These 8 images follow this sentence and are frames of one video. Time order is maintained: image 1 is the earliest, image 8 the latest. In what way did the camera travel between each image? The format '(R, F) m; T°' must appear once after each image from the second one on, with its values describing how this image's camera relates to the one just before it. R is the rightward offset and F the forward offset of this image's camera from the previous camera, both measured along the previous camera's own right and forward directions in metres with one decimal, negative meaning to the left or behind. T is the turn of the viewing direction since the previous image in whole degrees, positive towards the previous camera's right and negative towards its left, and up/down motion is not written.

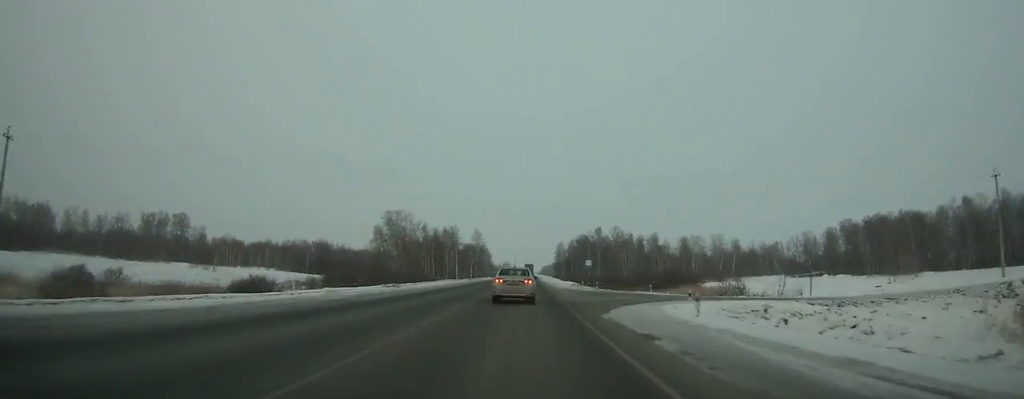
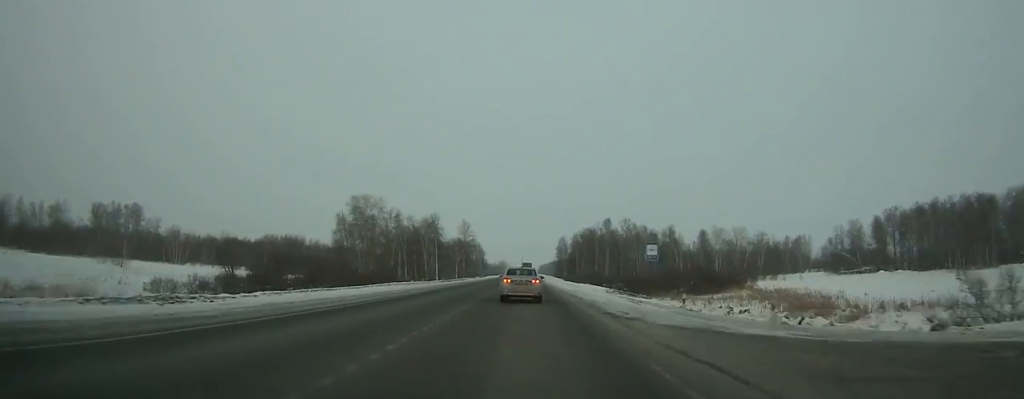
(0.0, +35.6) m; 0°
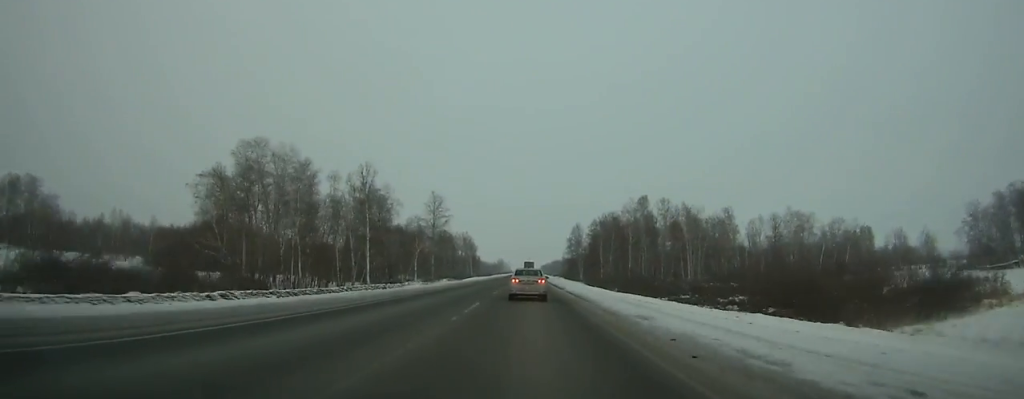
(+0.2, +61.9) m; 0°
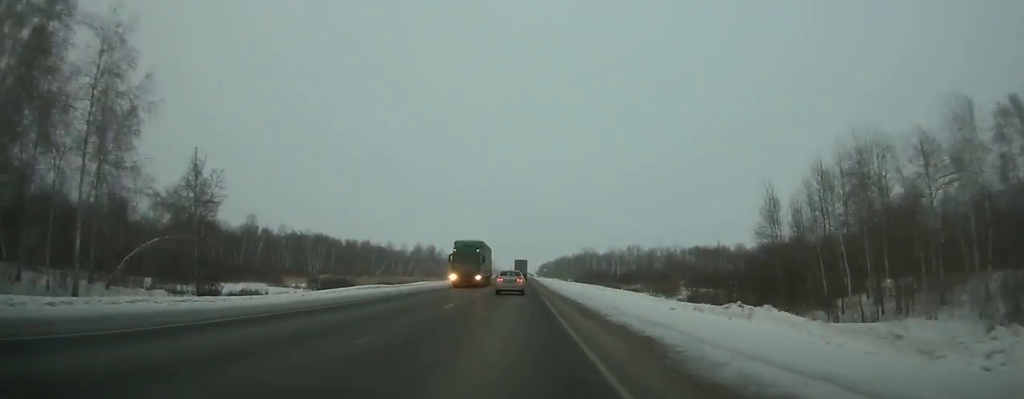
(+0.6, +250.7) m; 0°
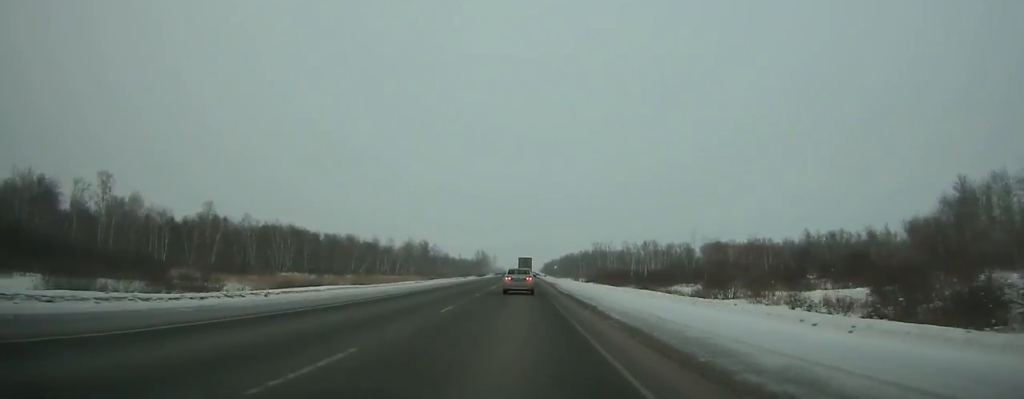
(0.0, +37.1) m; 0°
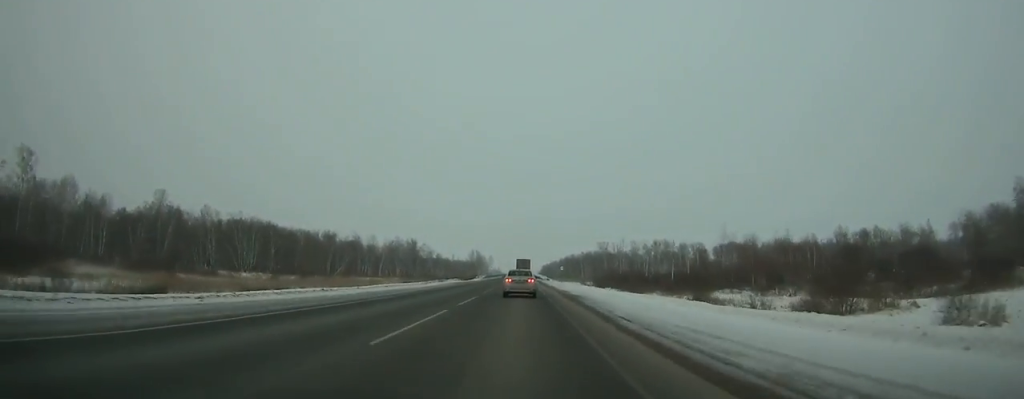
(0.0, +29.7) m; 0°
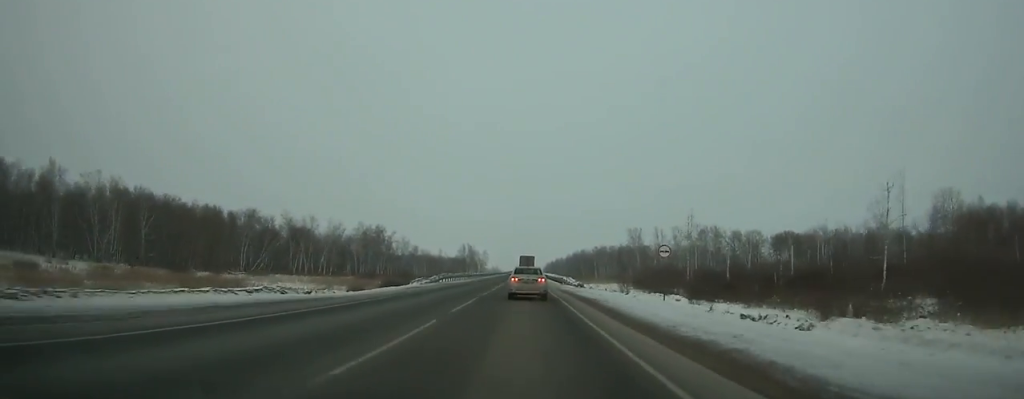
(-0.1, +73.8) m; 0°
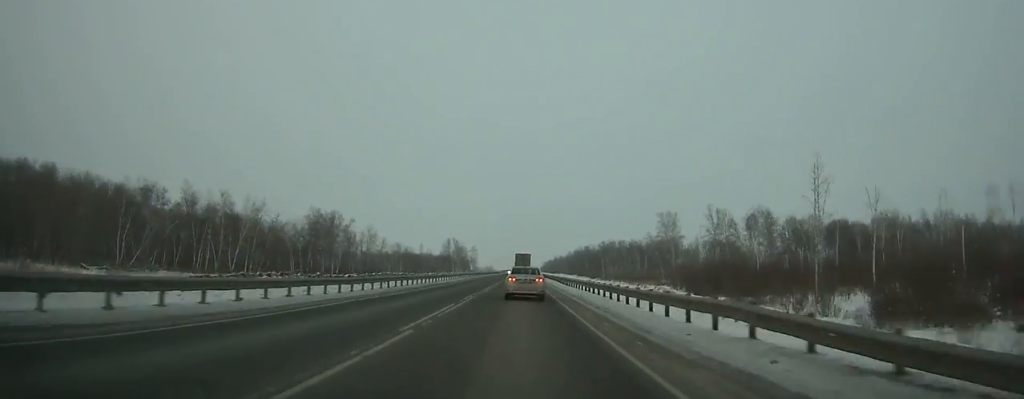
(+0.2, +52.4) m; 0°
